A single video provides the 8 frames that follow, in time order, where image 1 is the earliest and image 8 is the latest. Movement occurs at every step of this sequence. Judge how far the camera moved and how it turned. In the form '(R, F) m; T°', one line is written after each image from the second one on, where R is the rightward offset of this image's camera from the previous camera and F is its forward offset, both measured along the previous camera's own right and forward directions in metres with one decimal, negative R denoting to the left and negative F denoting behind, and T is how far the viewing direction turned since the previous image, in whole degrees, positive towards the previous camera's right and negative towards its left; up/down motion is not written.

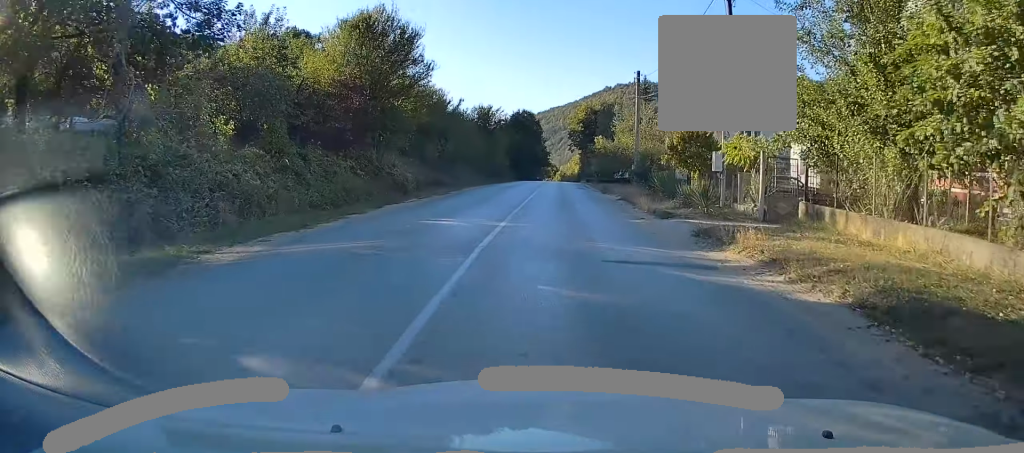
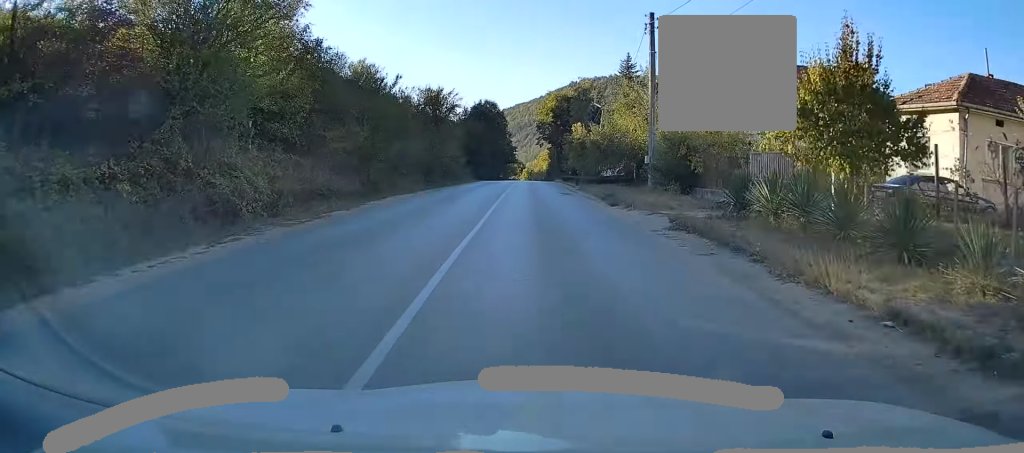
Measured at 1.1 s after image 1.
(+0.4, +15.8) m; +3°
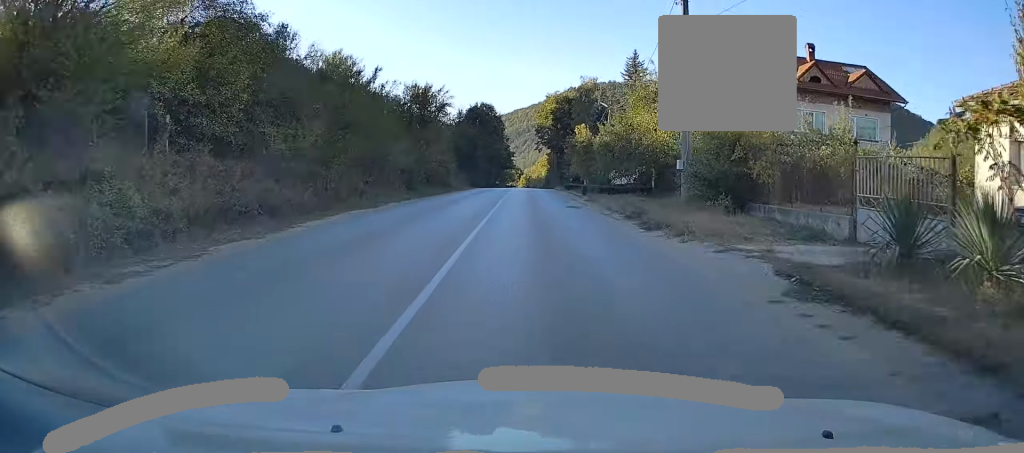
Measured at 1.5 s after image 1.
(+0.1, +6.5) m; +1°
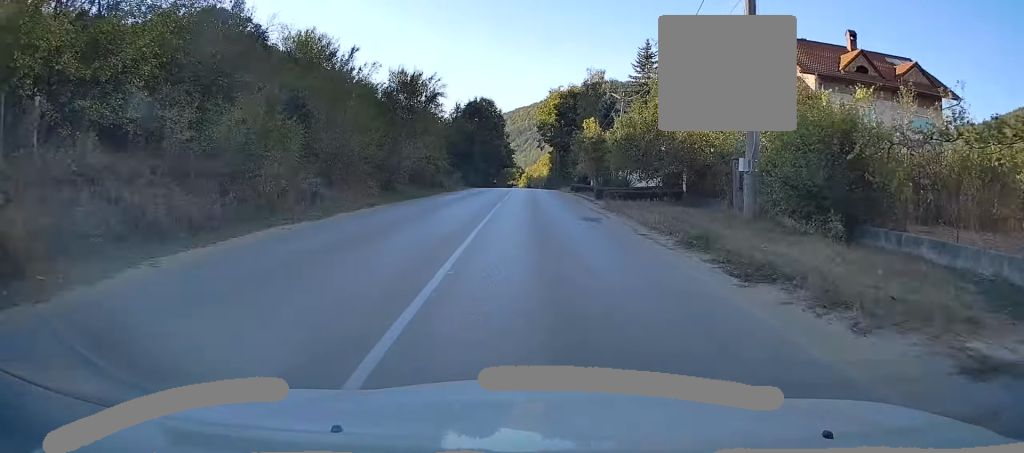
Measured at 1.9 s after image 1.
(+0.1, +6.6) m; 0°
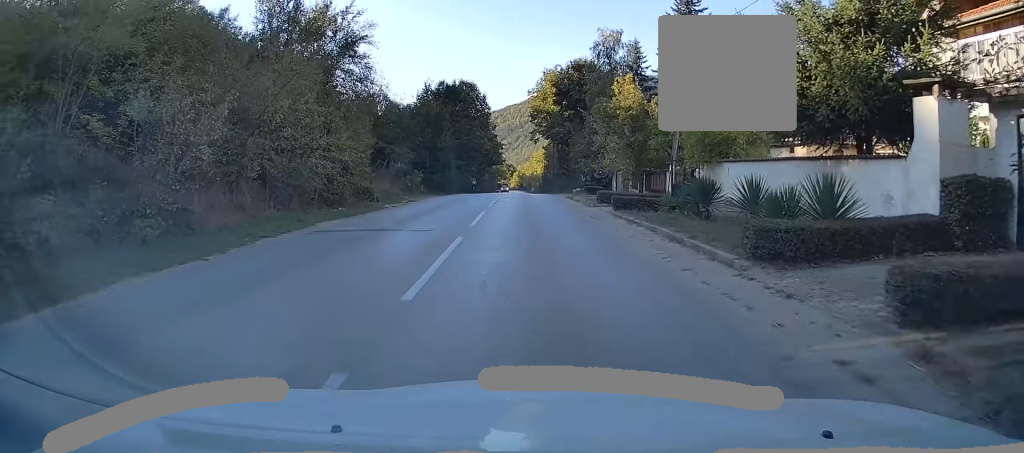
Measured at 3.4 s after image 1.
(+0.2, +22.4) m; +1°
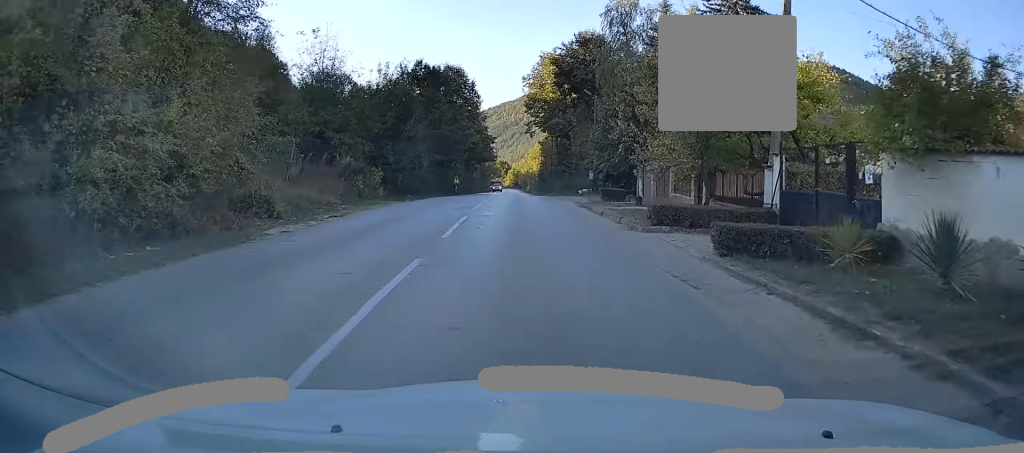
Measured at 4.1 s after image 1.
(+0.1, +12.2) m; 0°
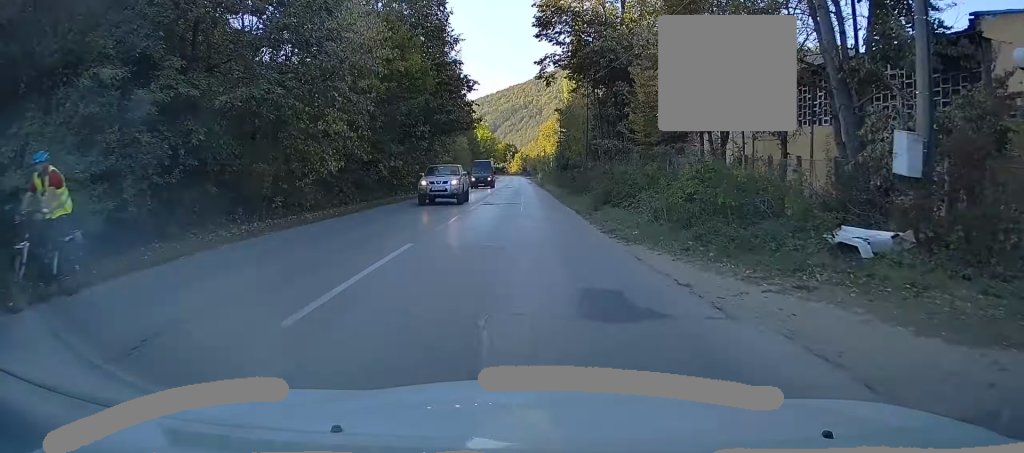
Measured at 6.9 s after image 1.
(-0.1, +44.1) m; -1°
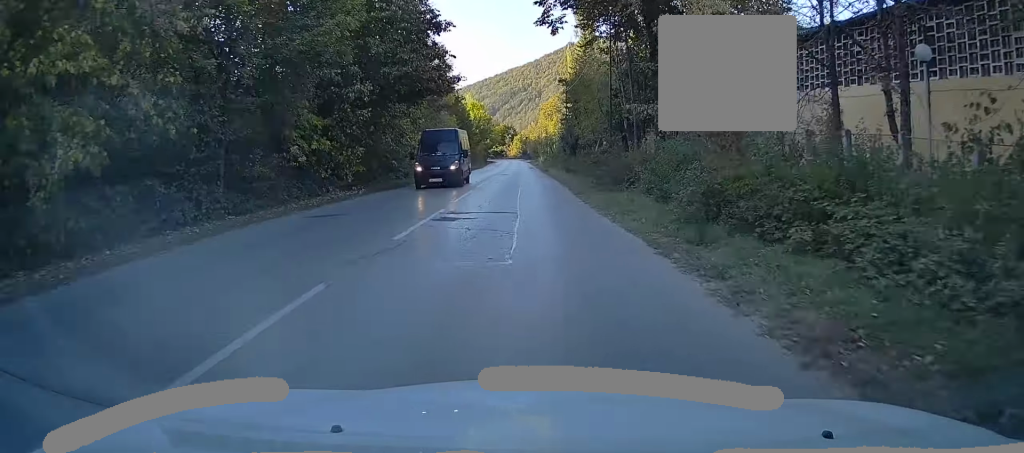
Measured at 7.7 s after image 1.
(-0.2, +14.0) m; -1°
